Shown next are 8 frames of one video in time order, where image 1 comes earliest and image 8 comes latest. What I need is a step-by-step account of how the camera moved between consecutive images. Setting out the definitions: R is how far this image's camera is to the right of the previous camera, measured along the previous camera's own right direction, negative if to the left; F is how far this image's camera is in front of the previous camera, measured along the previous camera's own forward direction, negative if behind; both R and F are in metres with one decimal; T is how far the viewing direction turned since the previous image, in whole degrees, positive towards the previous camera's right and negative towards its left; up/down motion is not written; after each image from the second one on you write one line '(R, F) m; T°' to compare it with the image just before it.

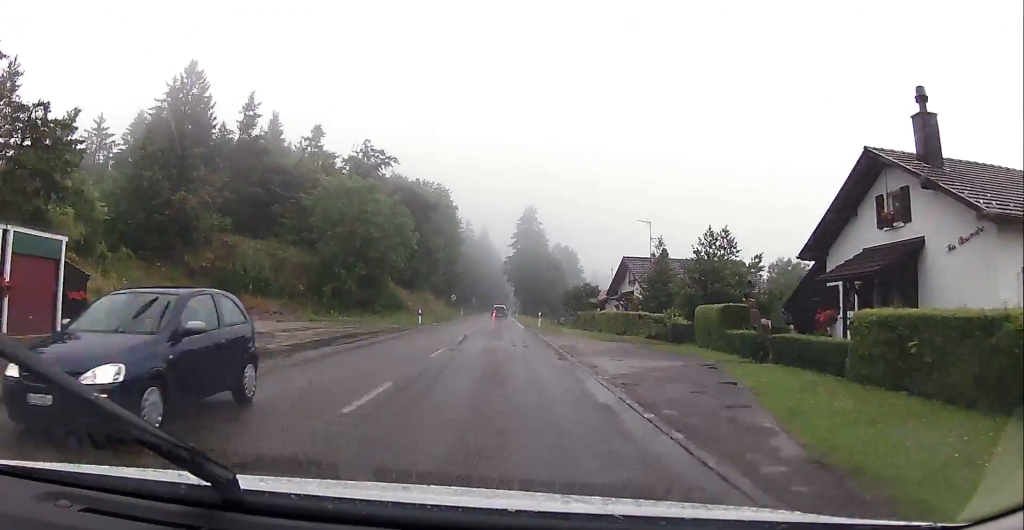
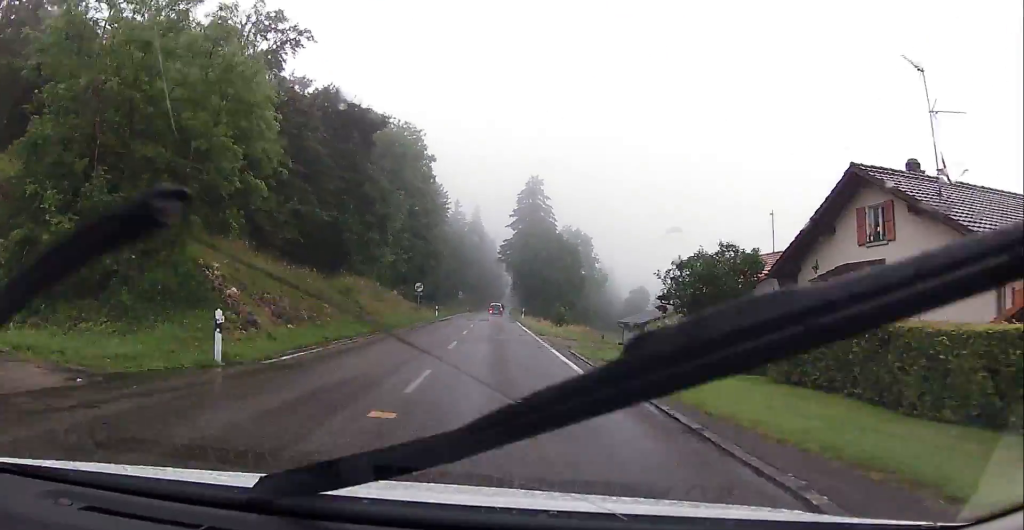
(-0.1, +34.1) m; 0°
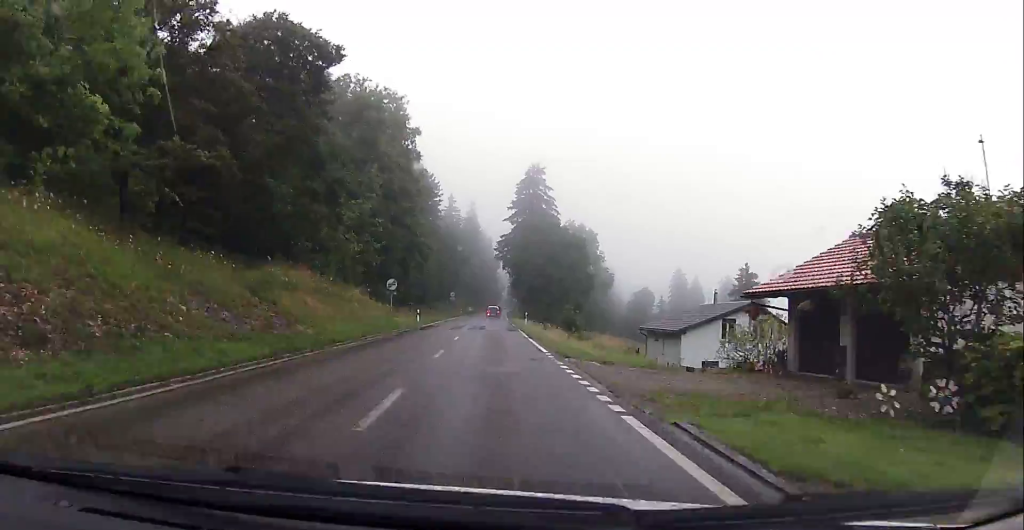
(0.0, +12.0) m; 0°
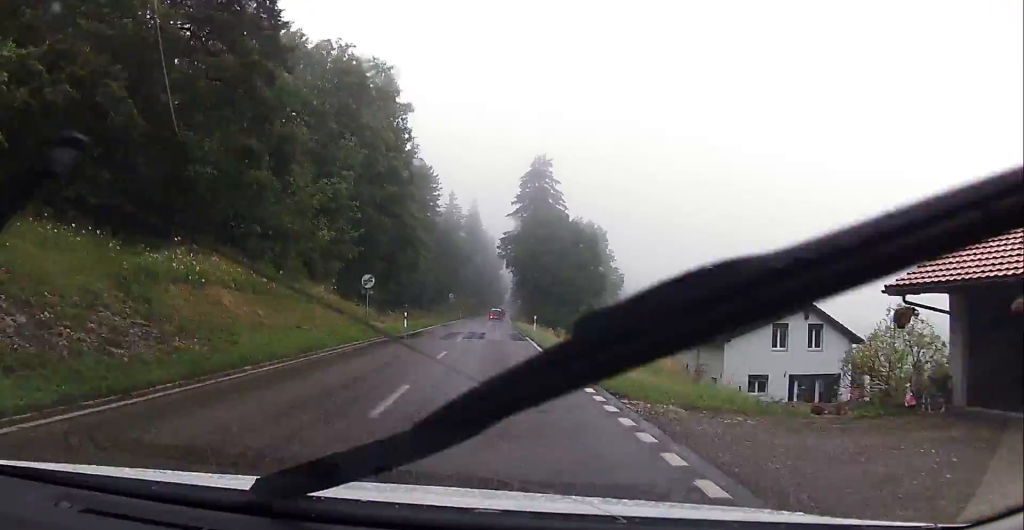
(+0.1, +8.0) m; 0°
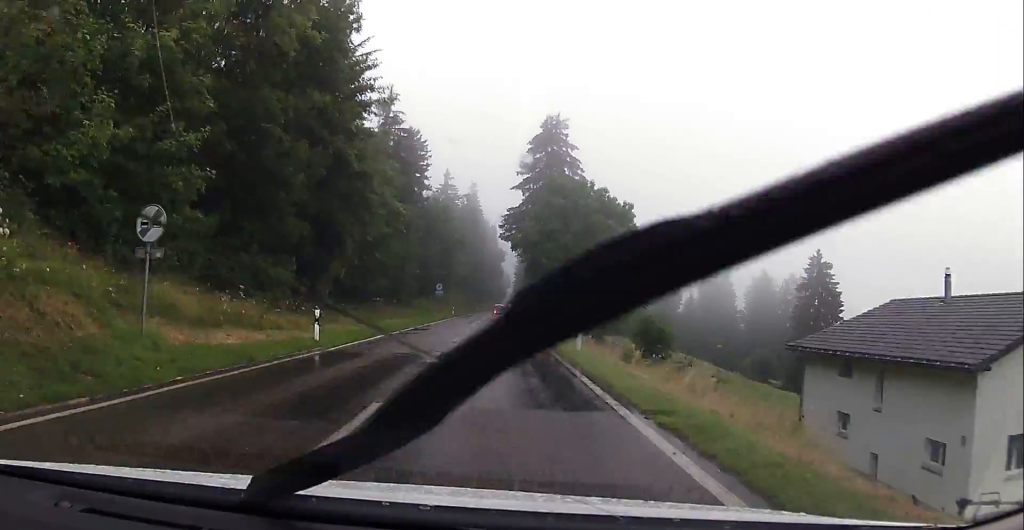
(0.0, +20.6) m; +2°
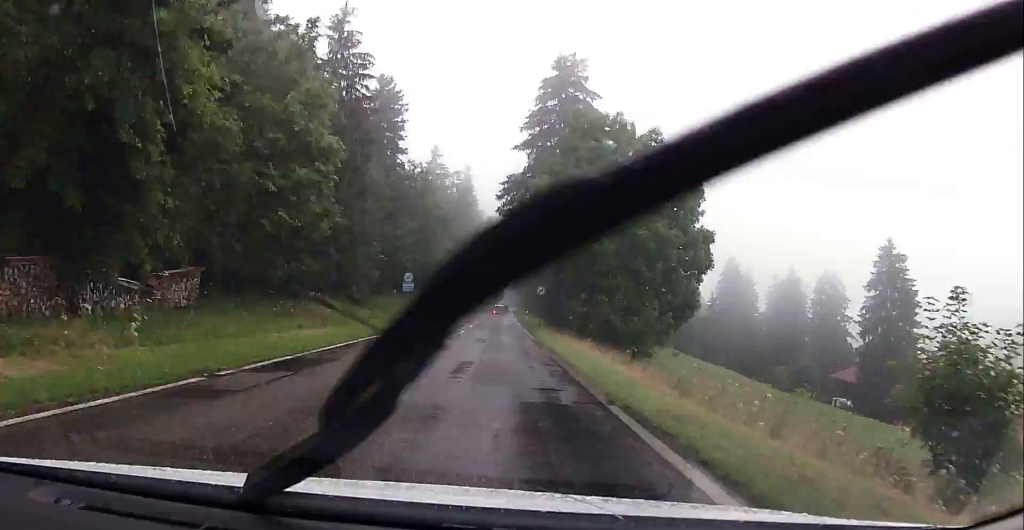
(+0.6, +21.0) m; 0°
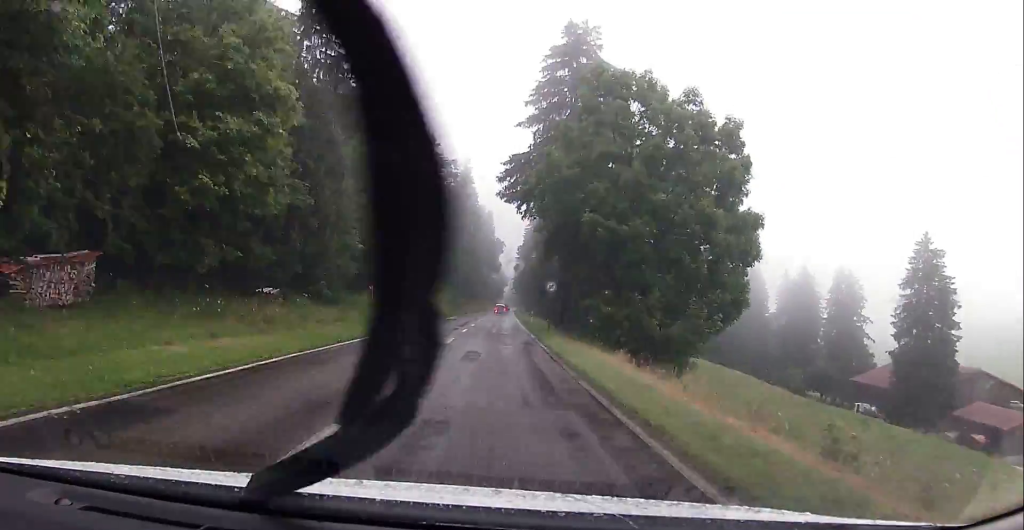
(-0.3, +8.0) m; 0°
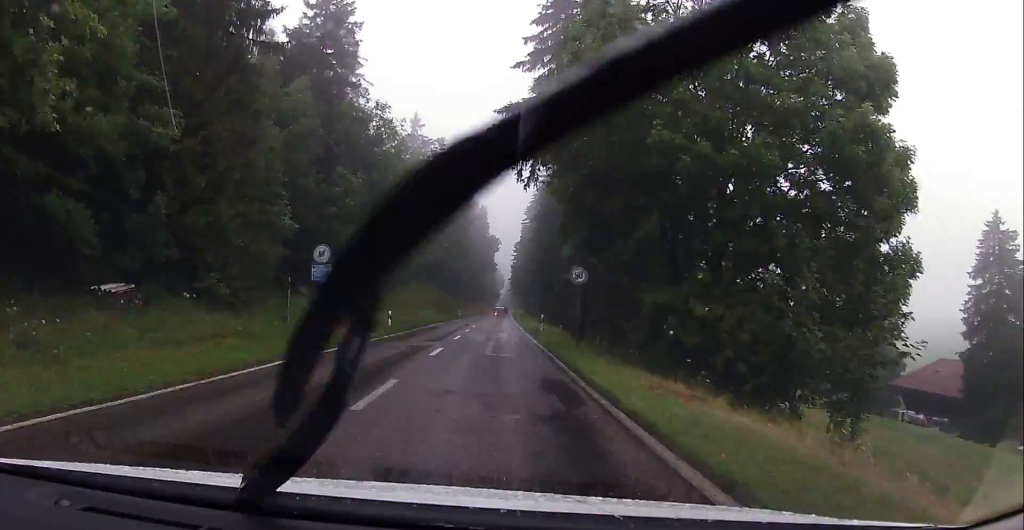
(+0.1, +13.7) m; 0°
